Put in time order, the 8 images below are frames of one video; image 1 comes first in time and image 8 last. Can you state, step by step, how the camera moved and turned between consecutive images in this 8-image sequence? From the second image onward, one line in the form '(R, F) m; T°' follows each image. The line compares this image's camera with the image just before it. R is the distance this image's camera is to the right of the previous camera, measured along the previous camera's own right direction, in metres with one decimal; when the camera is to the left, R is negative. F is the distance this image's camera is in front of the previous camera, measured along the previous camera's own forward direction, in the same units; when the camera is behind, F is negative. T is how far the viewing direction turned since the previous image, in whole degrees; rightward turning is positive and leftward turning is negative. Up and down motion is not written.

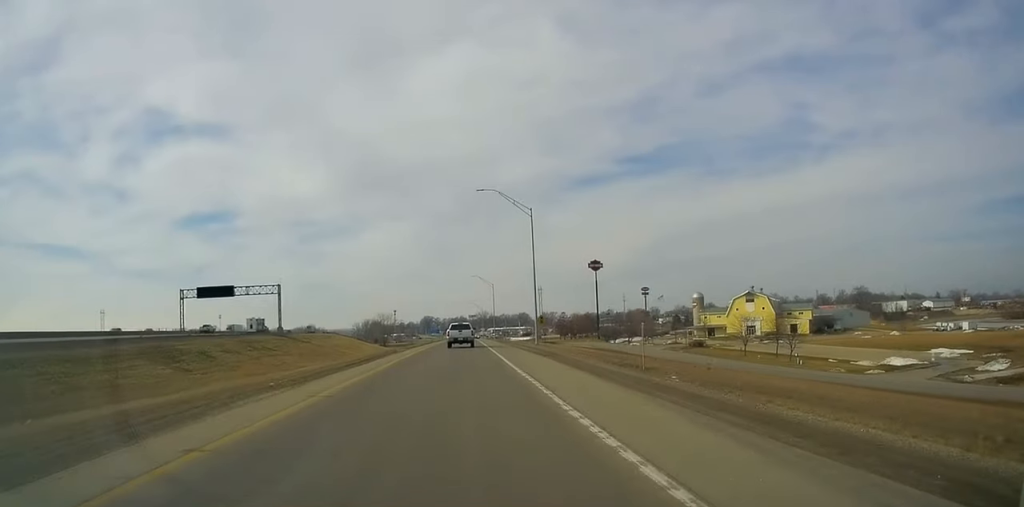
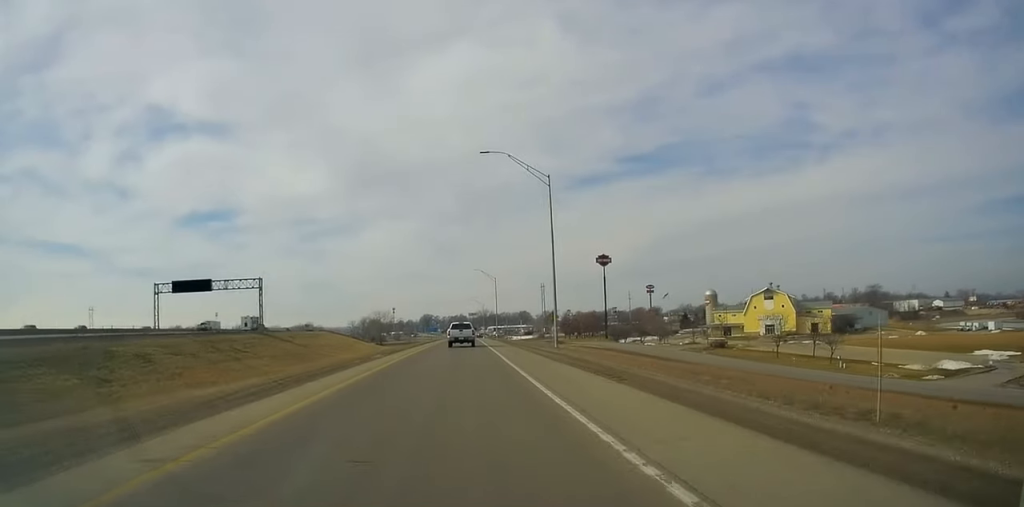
(+0.3, +12.9) m; 0°
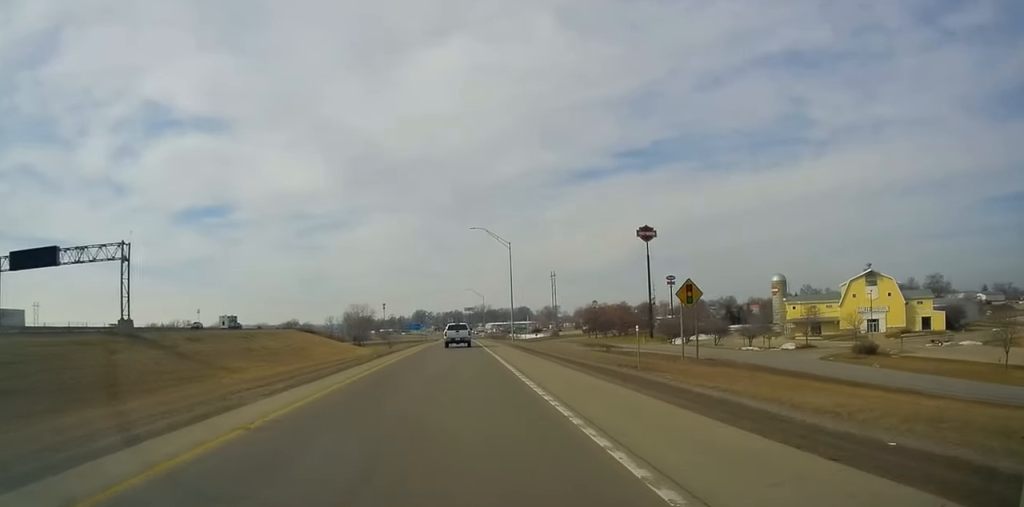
(-0.9, +52.2) m; 0°
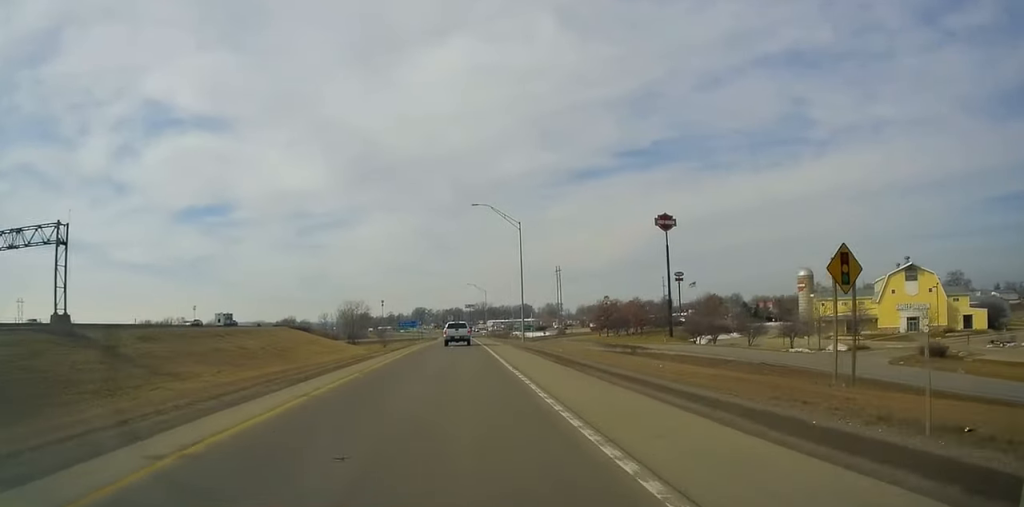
(0.0, +14.0) m; 0°
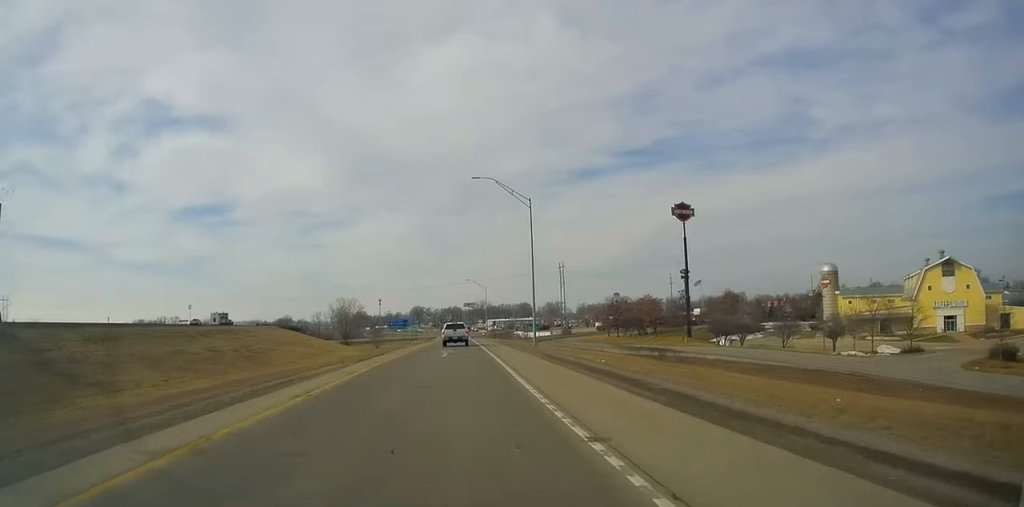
(0.0, +12.2) m; 0°
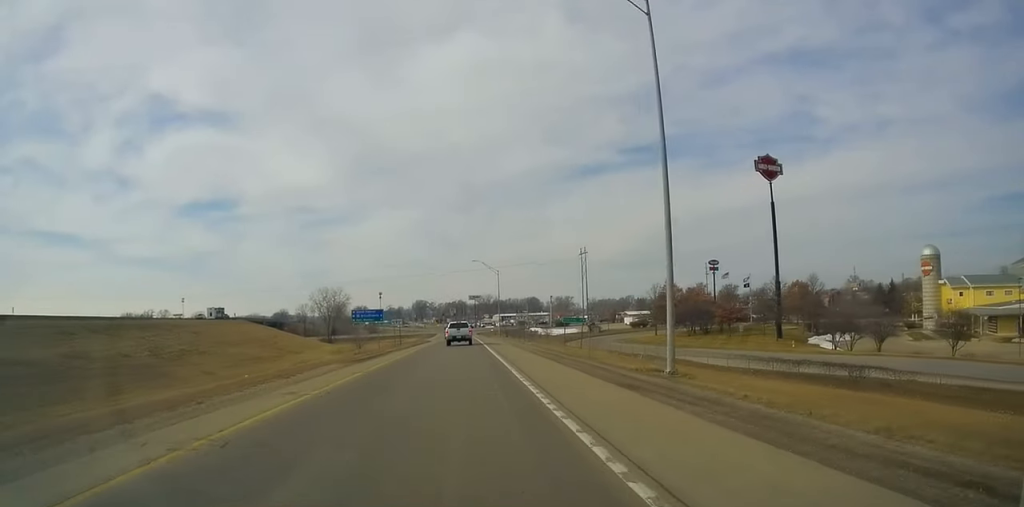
(0.0, +35.2) m; 0°
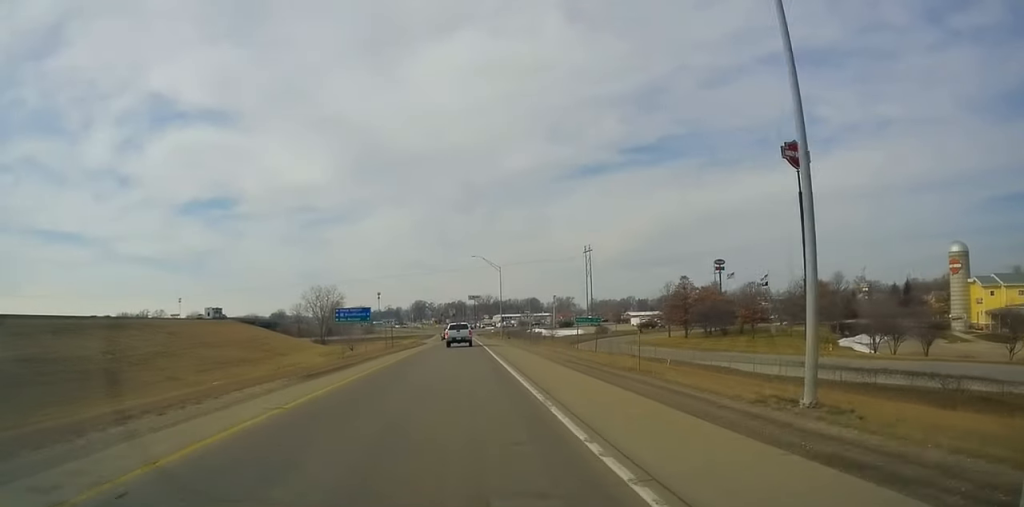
(0.0, +8.5) m; 0°
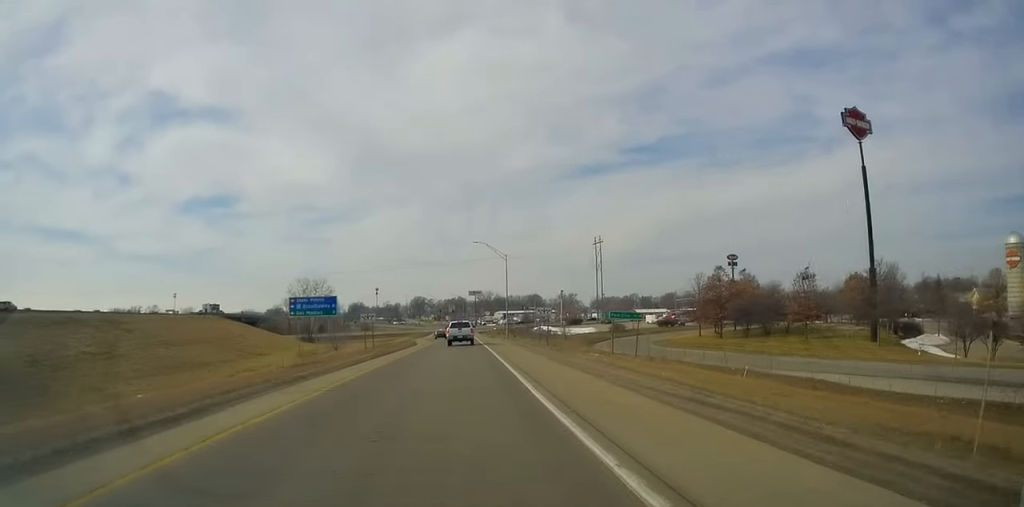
(+0.1, +15.1) m; -1°
